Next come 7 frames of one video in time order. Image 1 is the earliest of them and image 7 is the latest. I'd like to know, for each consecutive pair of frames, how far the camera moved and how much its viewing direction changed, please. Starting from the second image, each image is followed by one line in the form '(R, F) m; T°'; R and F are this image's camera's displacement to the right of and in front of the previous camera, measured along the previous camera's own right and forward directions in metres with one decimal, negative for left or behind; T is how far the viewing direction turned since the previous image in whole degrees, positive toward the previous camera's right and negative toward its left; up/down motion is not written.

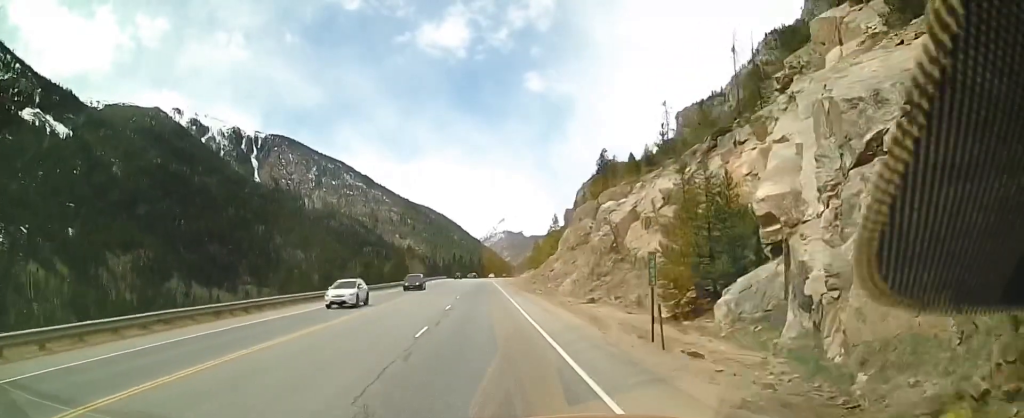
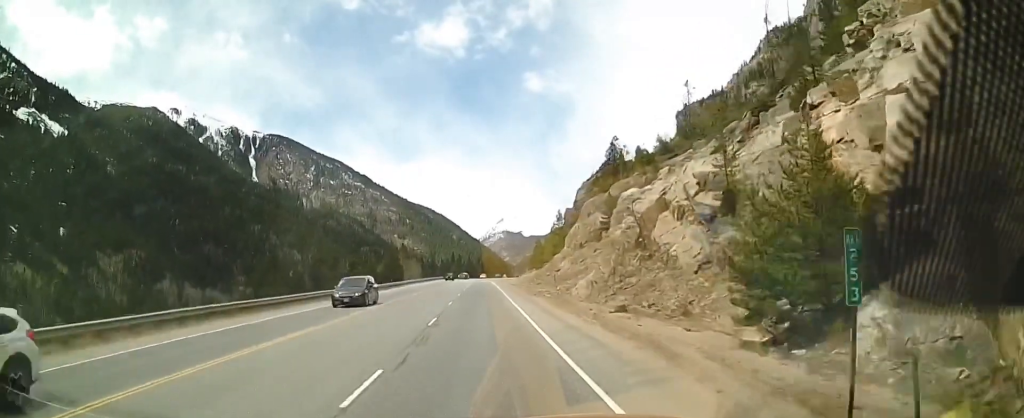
(0.0, +8.5) m; +2°
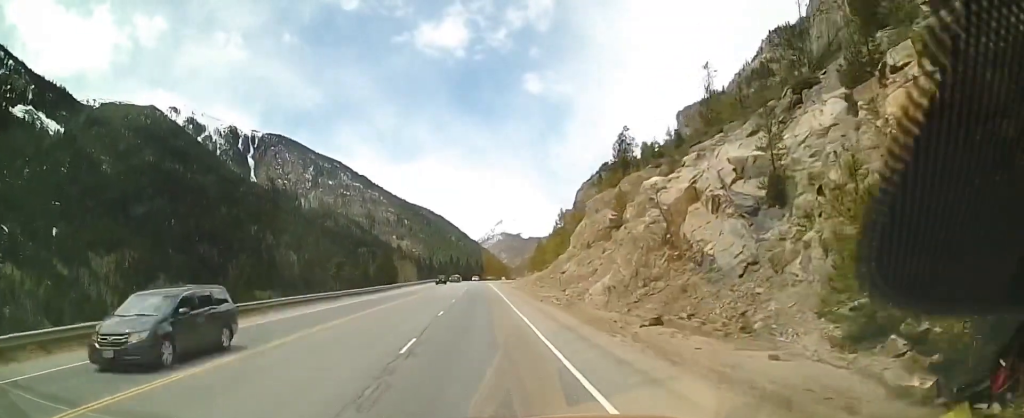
(+0.1, +6.5) m; +1°
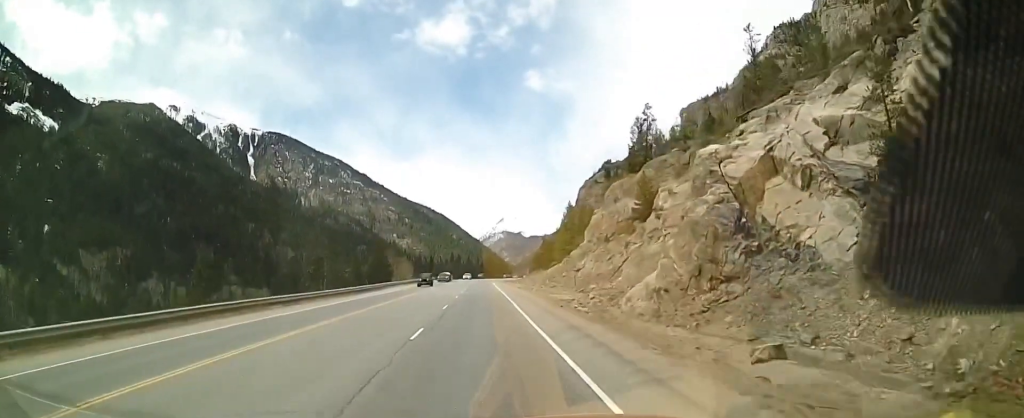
(+0.3, +10.3) m; +2°
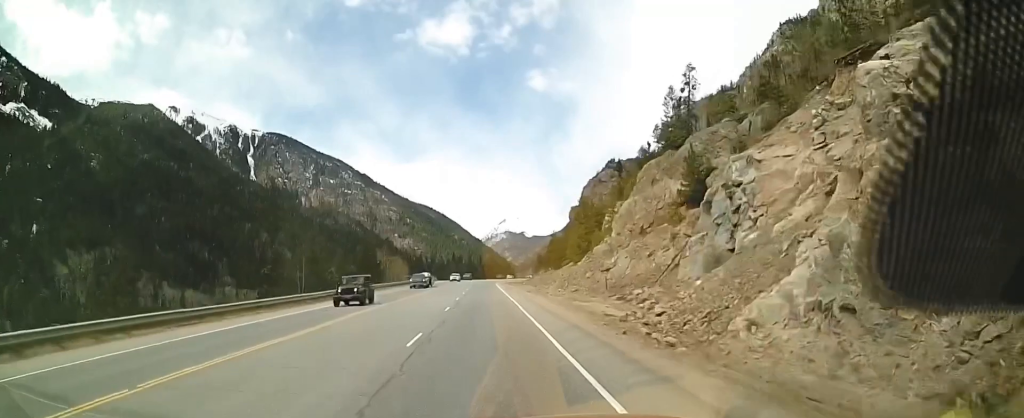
(0.0, +14.0) m; 0°
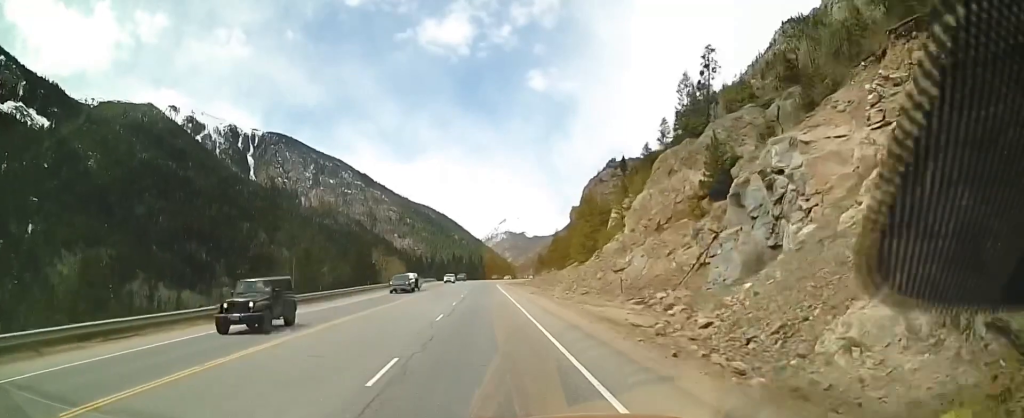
(0.0, +5.0) m; 0°
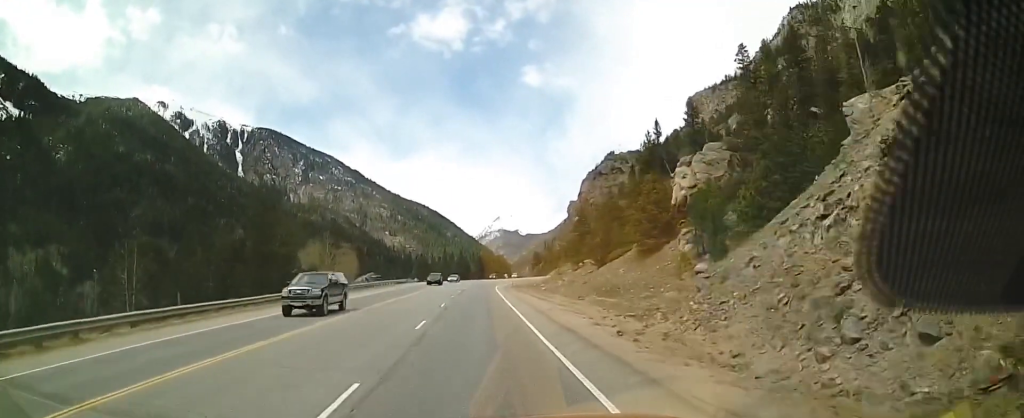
(-0.4, +39.7) m; -1°
